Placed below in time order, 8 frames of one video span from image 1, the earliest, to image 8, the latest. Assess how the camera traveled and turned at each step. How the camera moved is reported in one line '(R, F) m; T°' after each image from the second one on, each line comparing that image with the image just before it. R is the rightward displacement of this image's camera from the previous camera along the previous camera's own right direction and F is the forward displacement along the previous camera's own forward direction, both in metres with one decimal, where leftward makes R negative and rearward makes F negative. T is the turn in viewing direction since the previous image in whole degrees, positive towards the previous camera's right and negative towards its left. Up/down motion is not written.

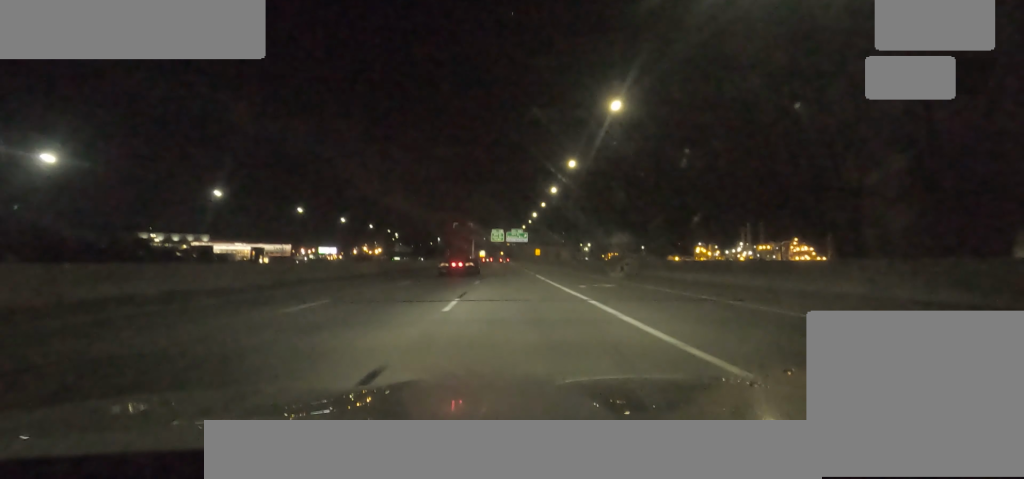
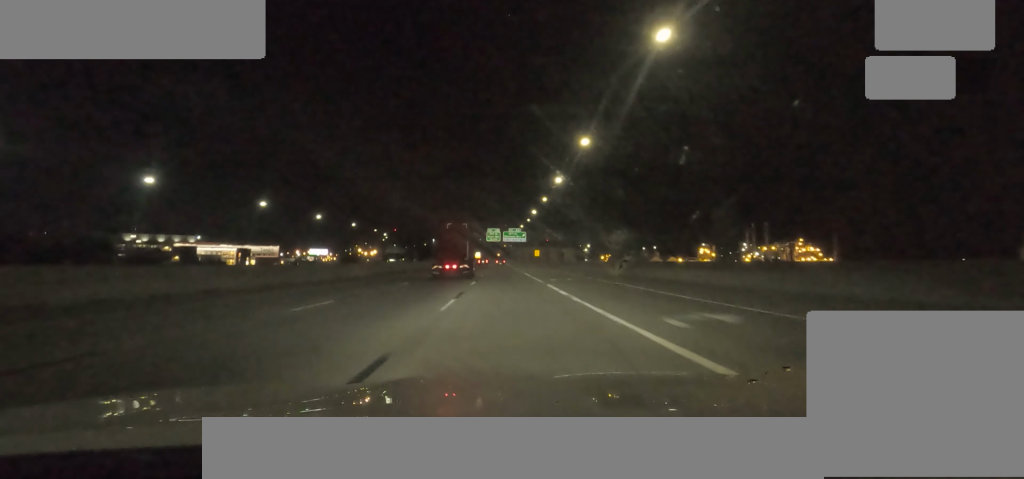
(+0.4, +13.0) m; 0°
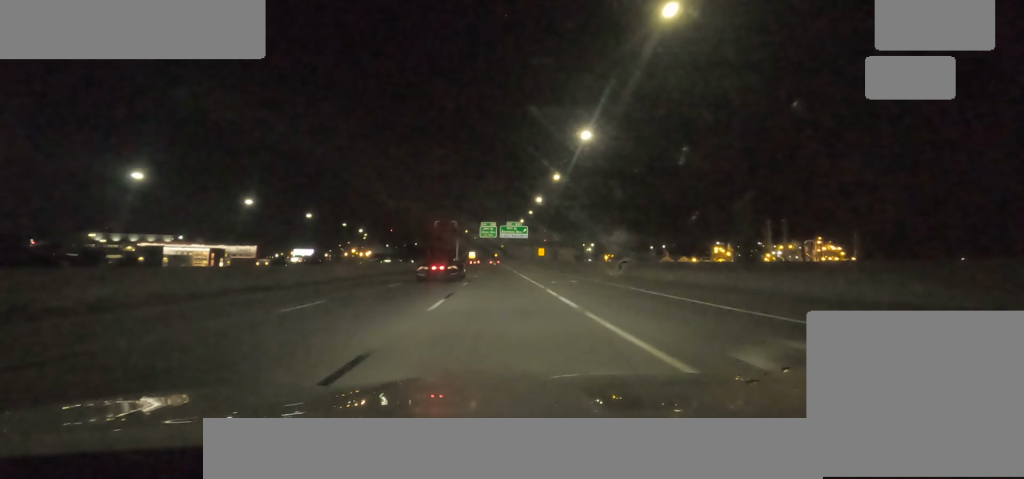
(-0.4, +26.0) m; -2°
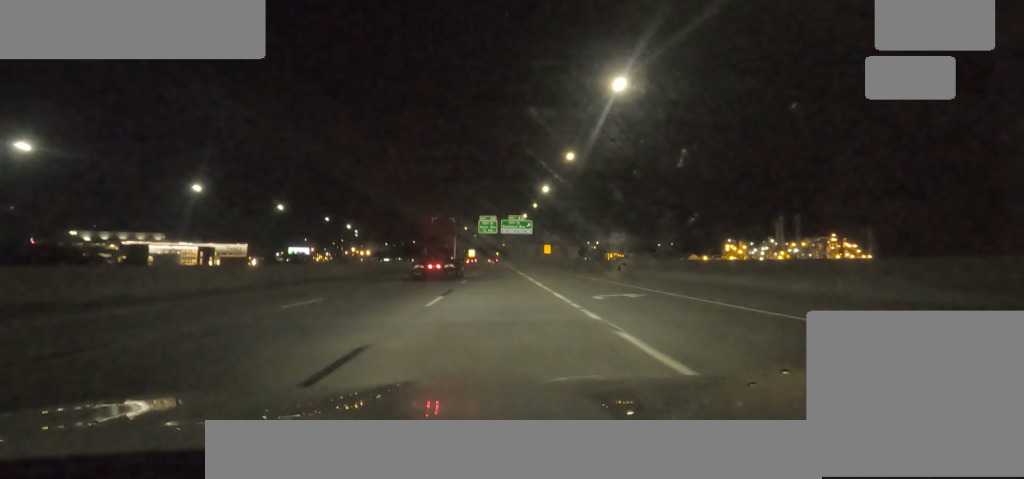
(-0.2, +13.3) m; 0°
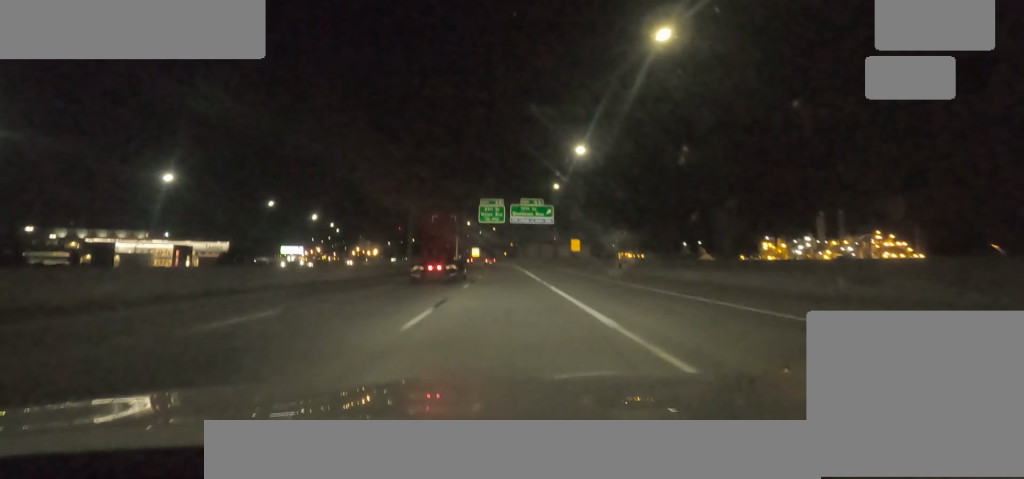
(+0.8, +30.1) m; +1°
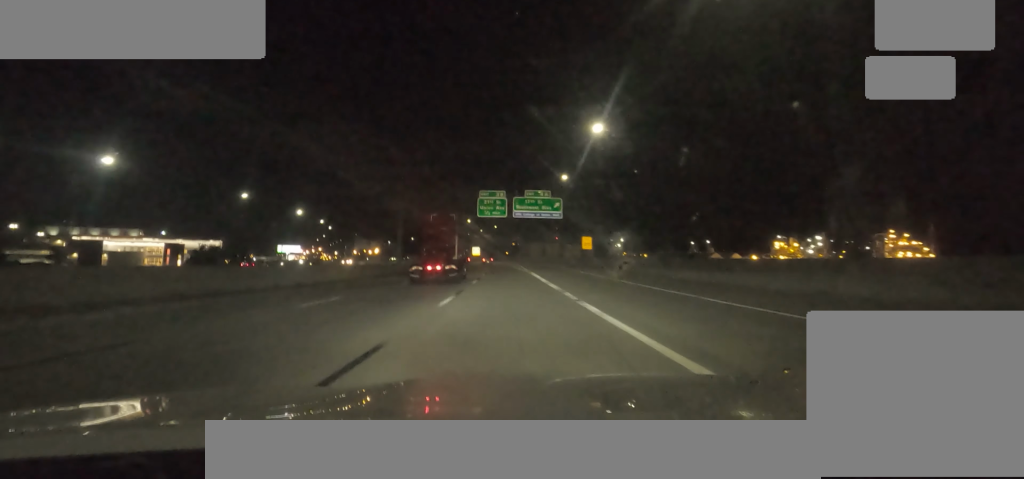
(+0.1, +9.2) m; -1°
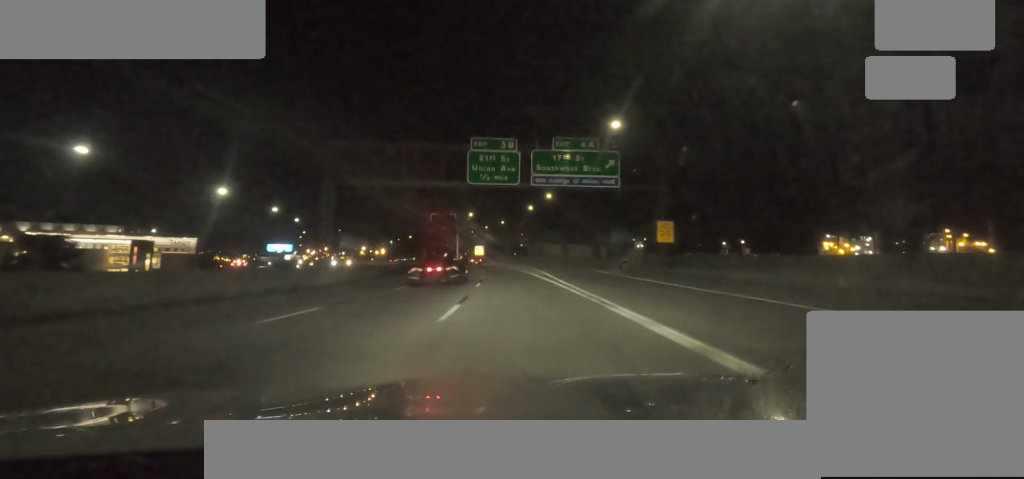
(-1.7, +29.6) m; -4°
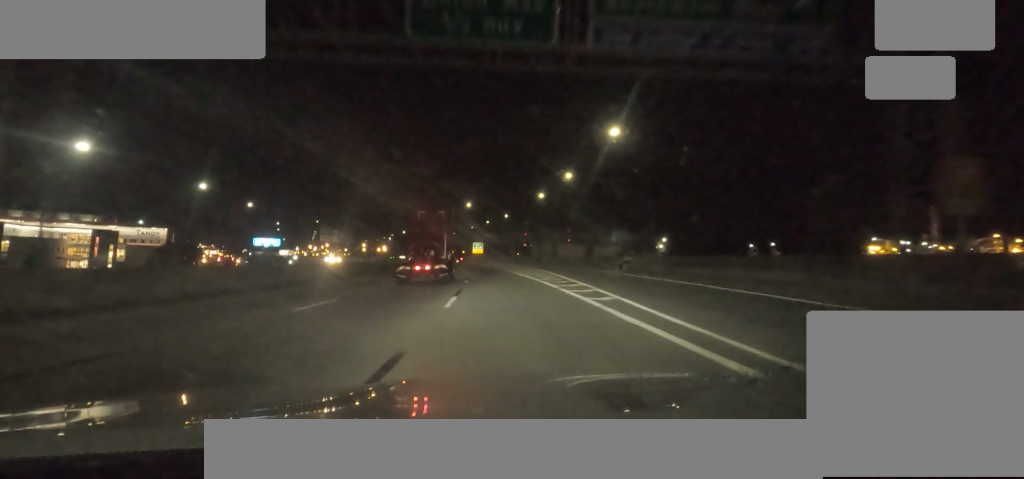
(+0.1, +24.9) m; +1°
